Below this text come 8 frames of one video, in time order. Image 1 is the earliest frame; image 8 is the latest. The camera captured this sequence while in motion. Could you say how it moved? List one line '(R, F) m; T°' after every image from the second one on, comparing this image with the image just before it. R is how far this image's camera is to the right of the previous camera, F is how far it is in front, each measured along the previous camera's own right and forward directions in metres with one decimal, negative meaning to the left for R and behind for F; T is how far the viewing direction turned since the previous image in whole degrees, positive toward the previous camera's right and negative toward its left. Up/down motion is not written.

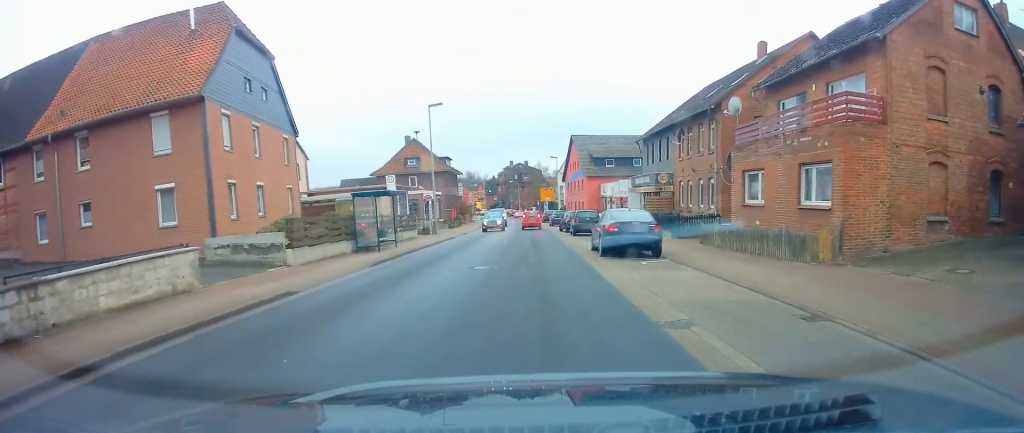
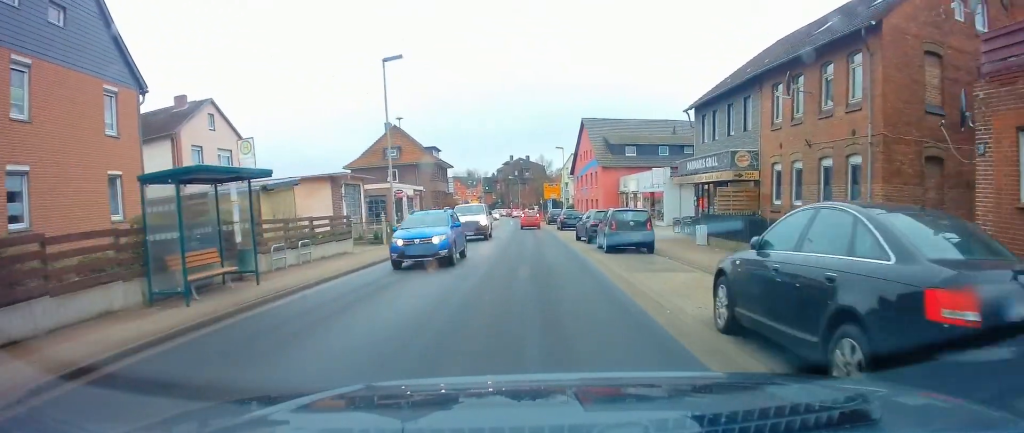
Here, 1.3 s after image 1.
(-0.2, +13.7) m; 0°
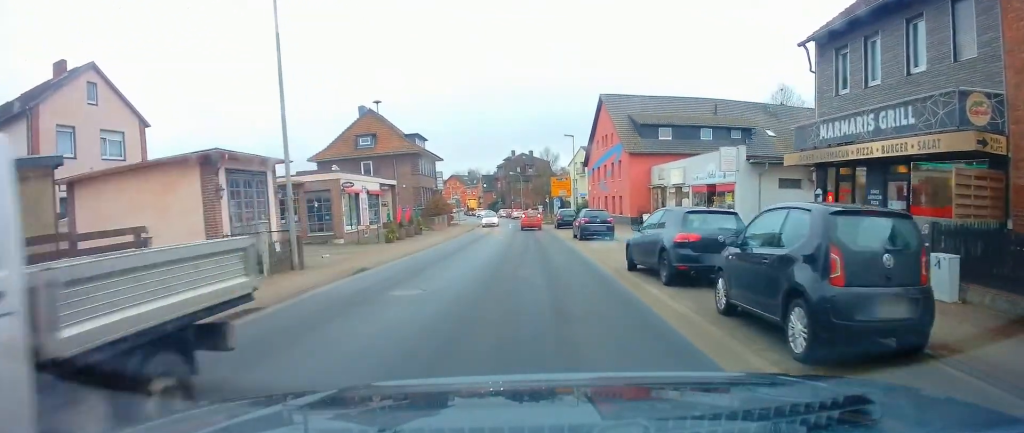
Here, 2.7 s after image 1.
(+0.2, +13.5) m; +1°
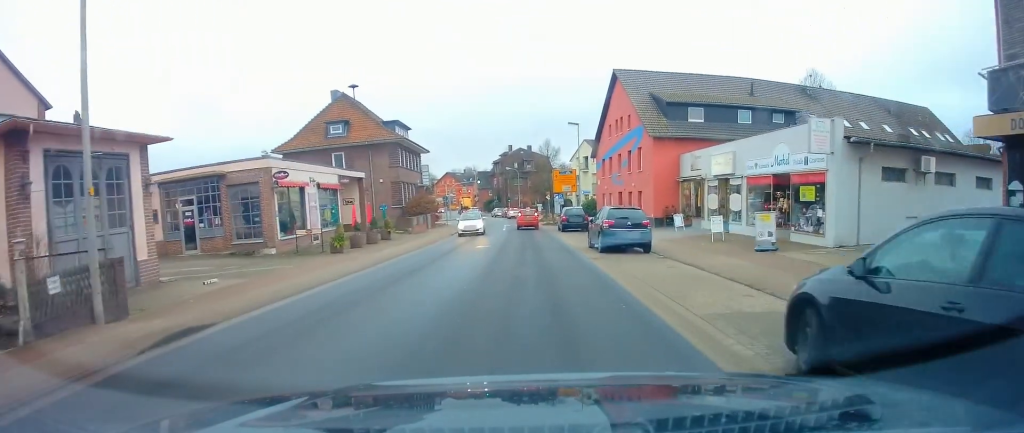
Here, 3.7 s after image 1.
(0.0, +8.8) m; -1°
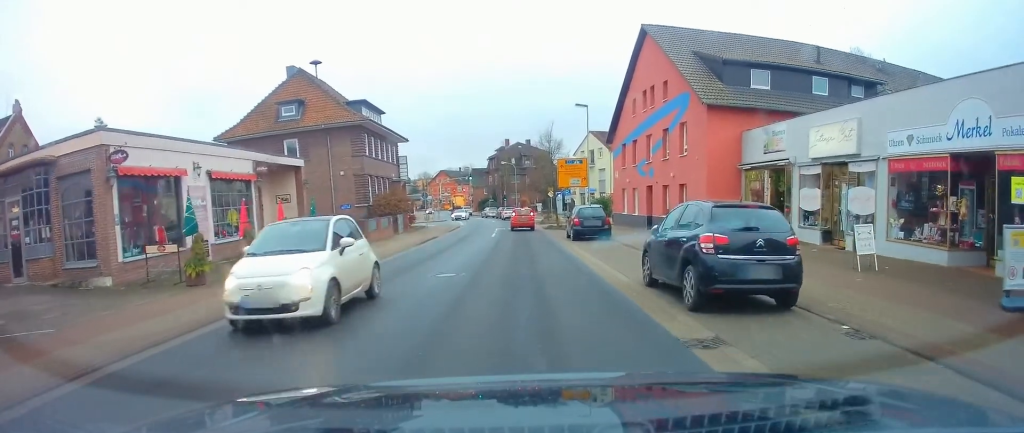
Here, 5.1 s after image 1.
(-0.2, +10.8) m; -1°
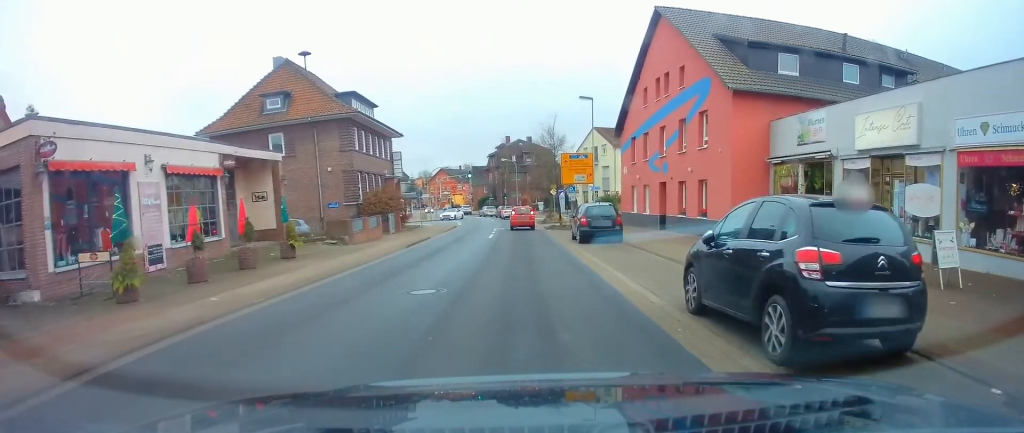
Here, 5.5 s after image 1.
(0.0, +2.8) m; +1°
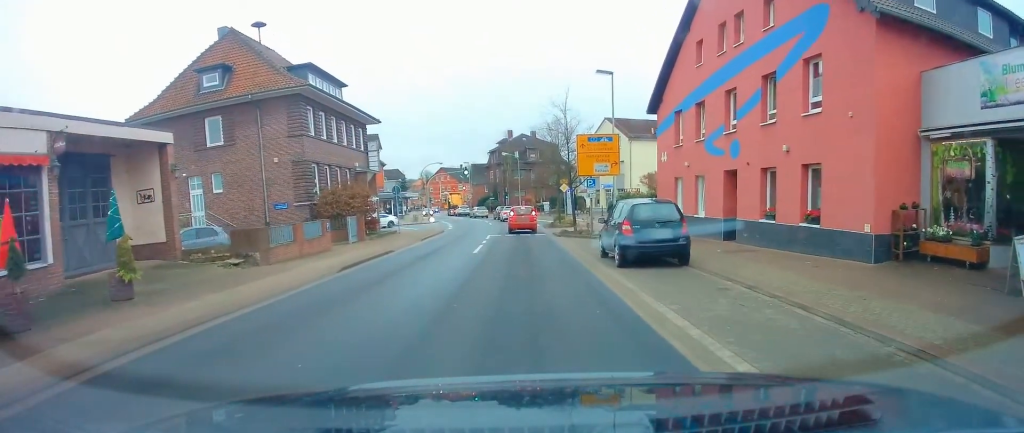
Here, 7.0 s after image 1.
(+0.1, +9.0) m; 0°
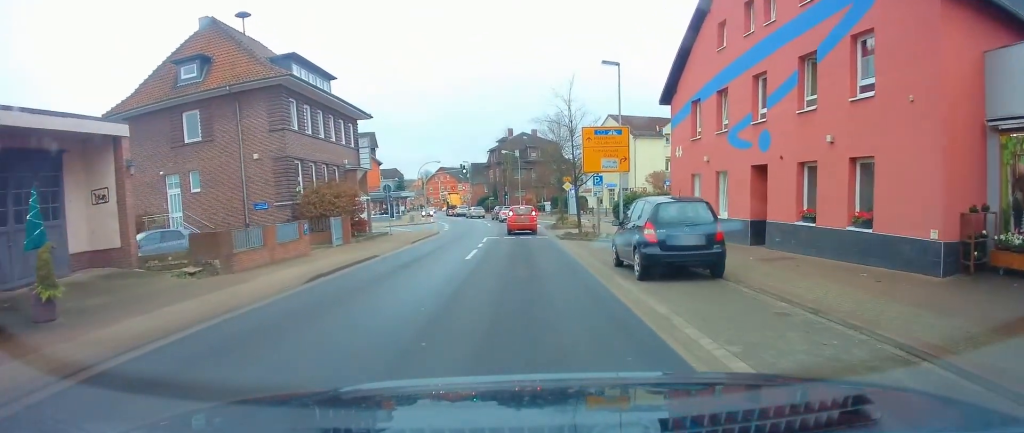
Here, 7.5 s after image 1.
(-0.1, +2.3) m; +1°
